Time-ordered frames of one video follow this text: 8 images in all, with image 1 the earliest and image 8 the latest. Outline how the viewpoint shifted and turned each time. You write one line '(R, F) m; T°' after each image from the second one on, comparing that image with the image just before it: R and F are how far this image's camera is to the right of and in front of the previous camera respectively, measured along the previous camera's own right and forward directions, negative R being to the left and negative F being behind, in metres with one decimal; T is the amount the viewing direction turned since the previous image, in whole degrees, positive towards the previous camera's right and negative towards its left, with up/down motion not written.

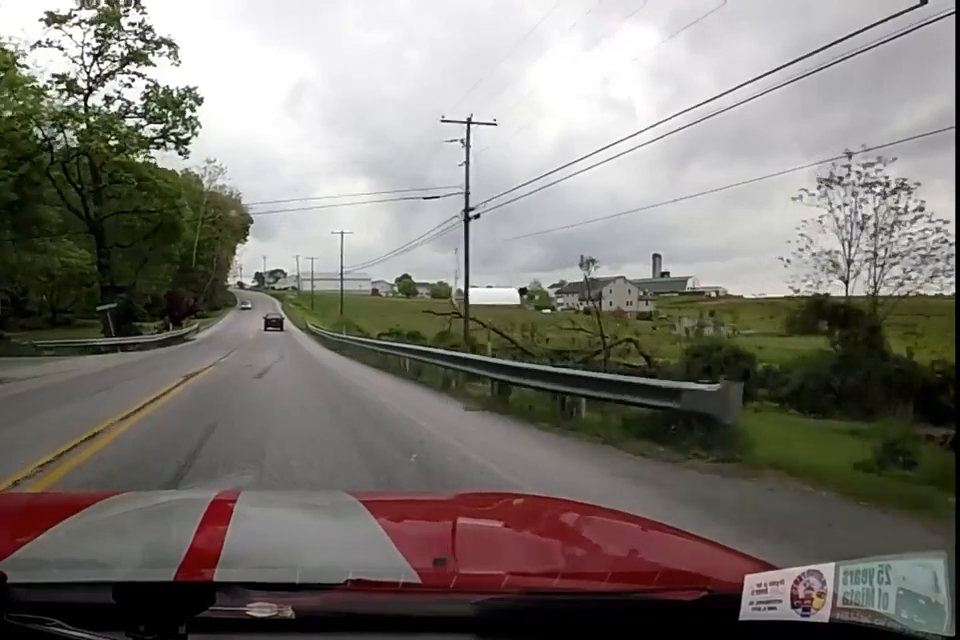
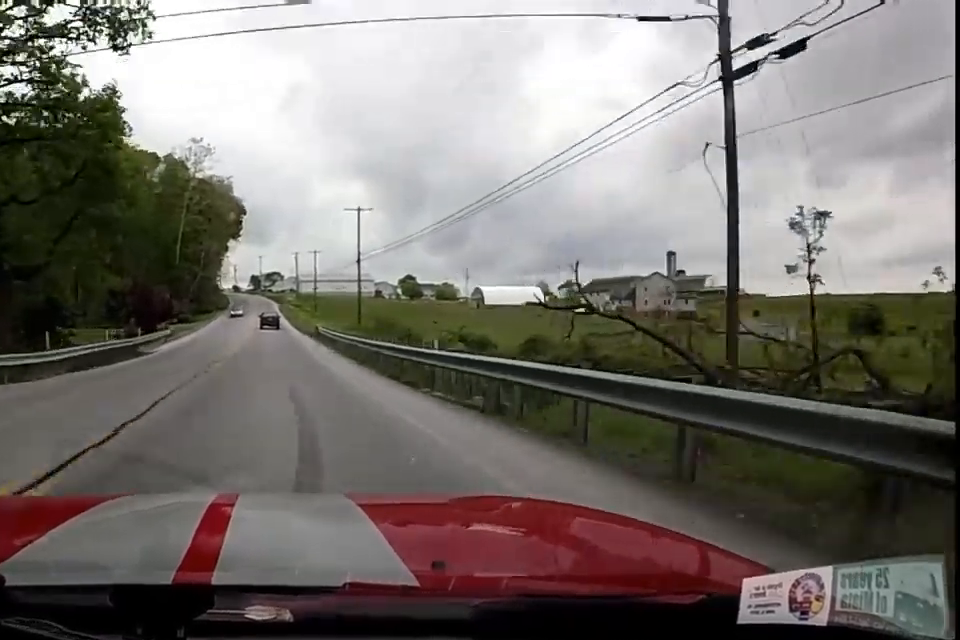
(0.0, +16.5) m; -1°
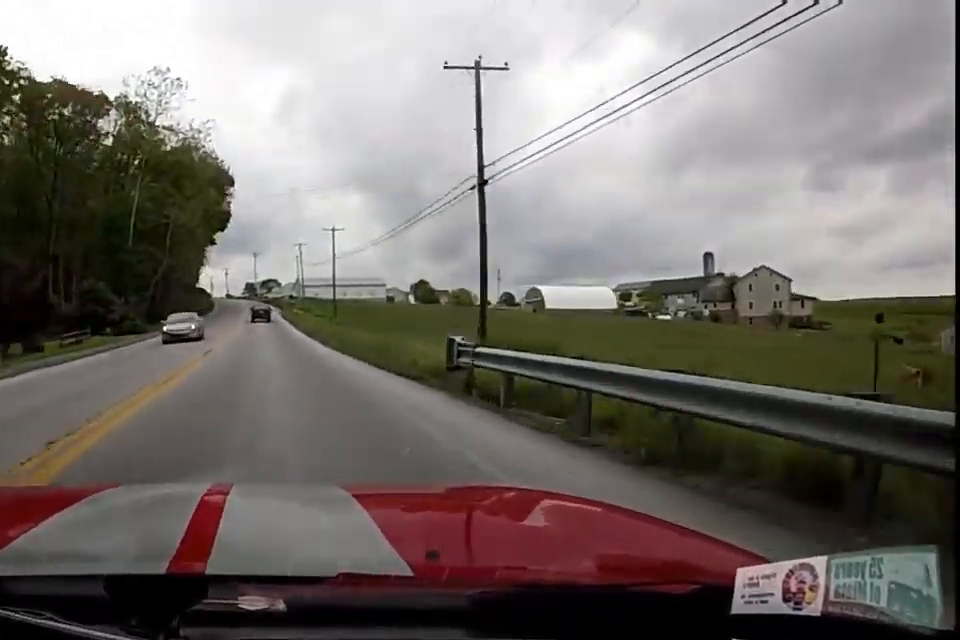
(-0.6, +32.5) m; -2°
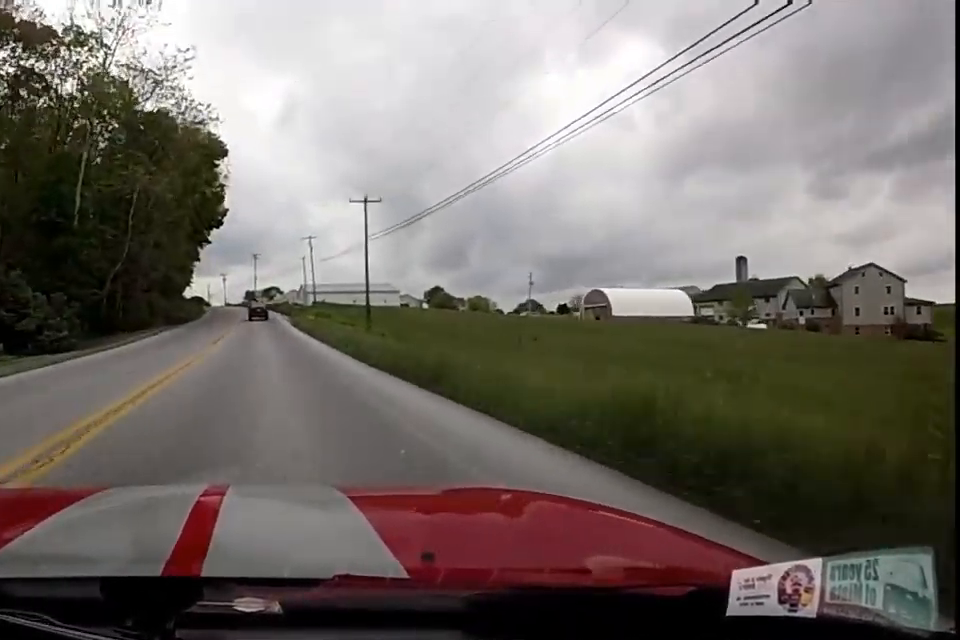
(-0.2, +20.6) m; -1°
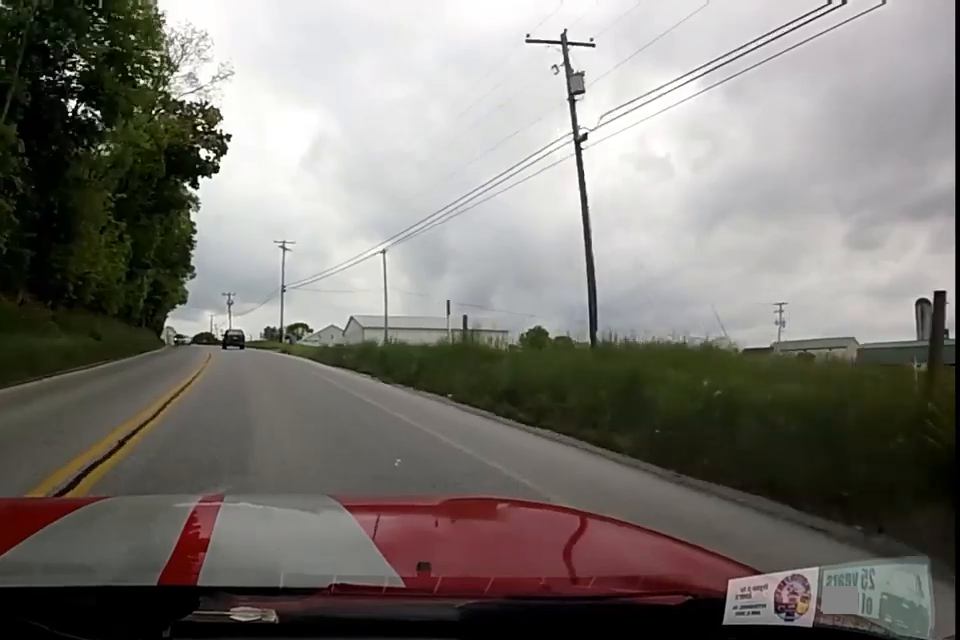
(-4.8, +70.9) m; -7°
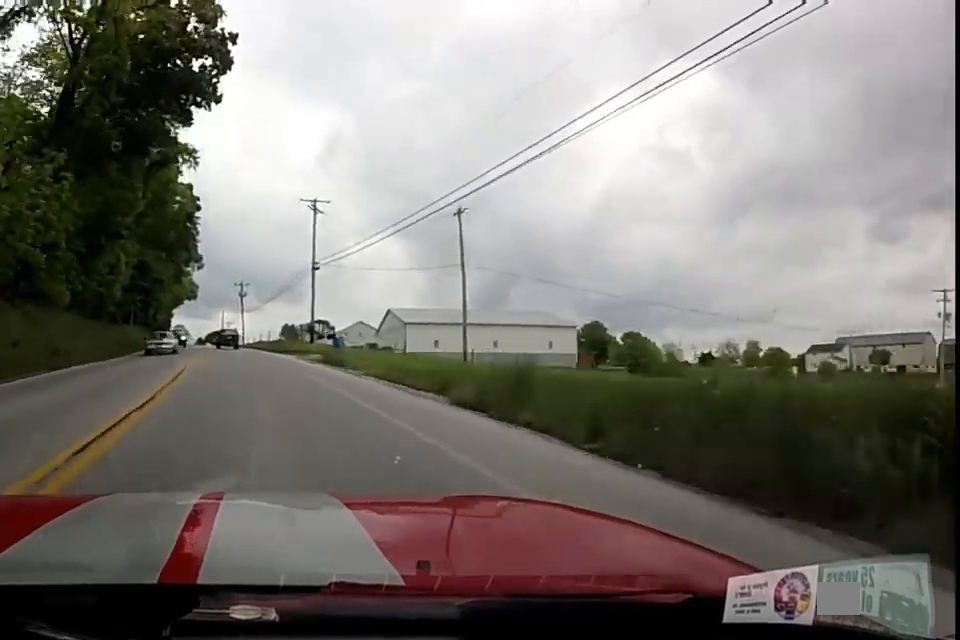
(0.0, +19.2) m; -1°
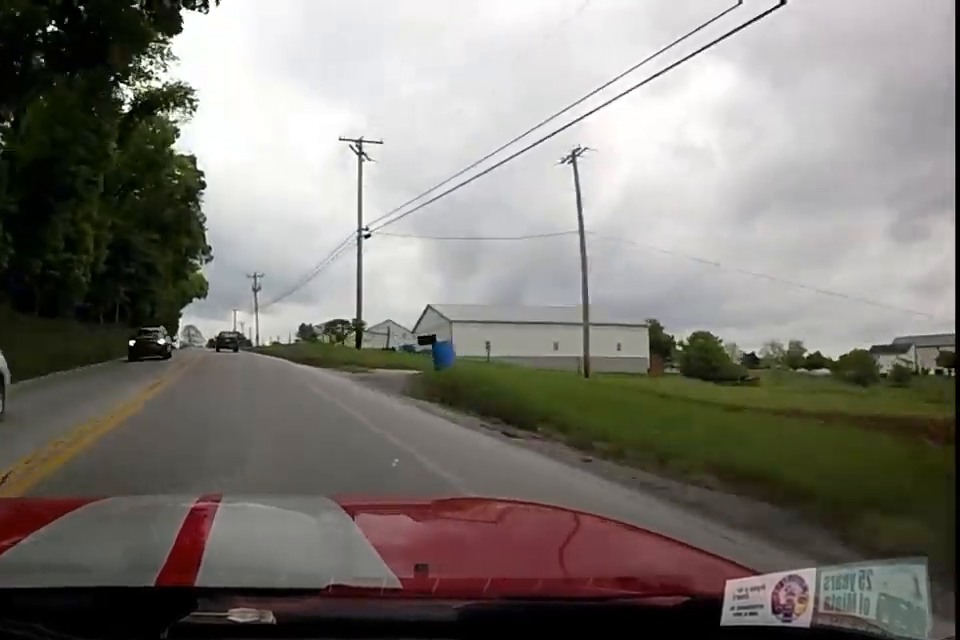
(-0.2, +14.1) m; -2°
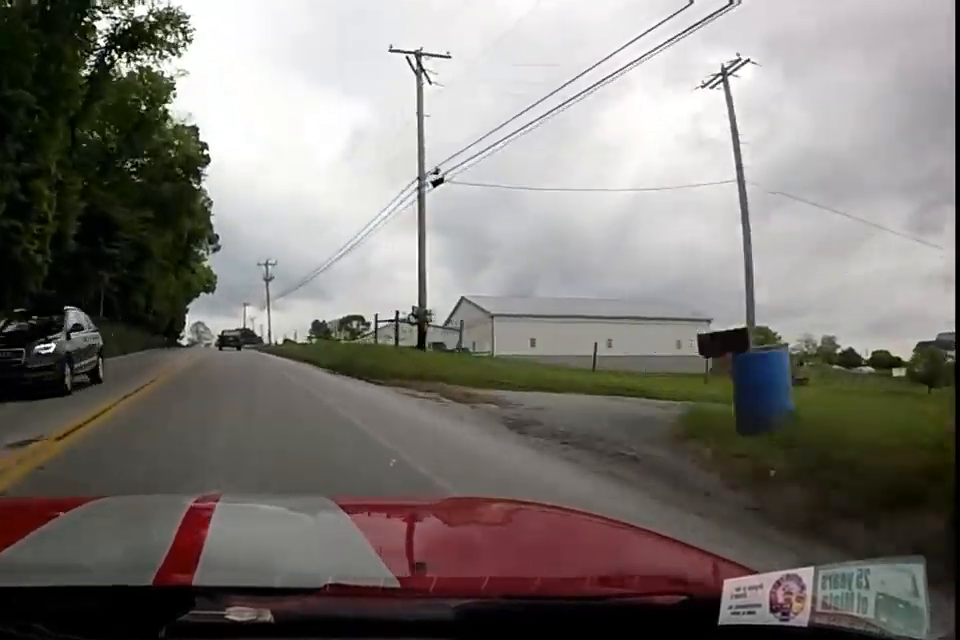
(0.0, +9.3) m; -1°
